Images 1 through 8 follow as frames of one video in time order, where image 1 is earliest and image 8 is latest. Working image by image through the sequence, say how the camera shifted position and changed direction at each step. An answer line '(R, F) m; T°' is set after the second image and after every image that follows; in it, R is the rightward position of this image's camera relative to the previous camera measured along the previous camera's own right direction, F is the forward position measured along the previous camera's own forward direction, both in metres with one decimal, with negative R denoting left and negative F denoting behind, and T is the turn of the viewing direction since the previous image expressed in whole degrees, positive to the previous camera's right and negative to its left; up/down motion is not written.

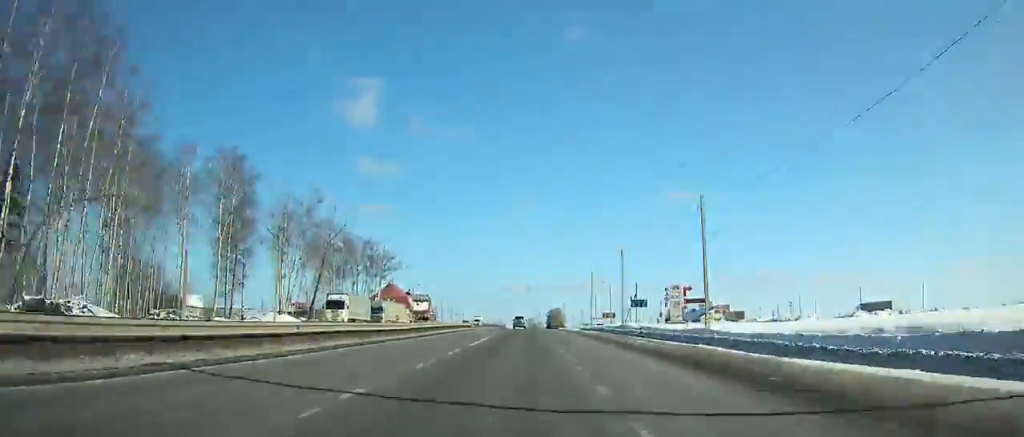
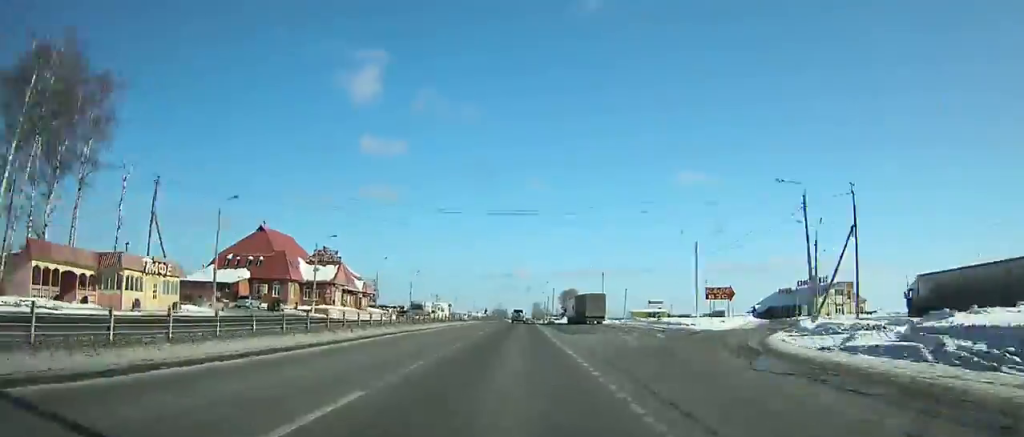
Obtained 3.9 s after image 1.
(-0.3, +91.8) m; 0°
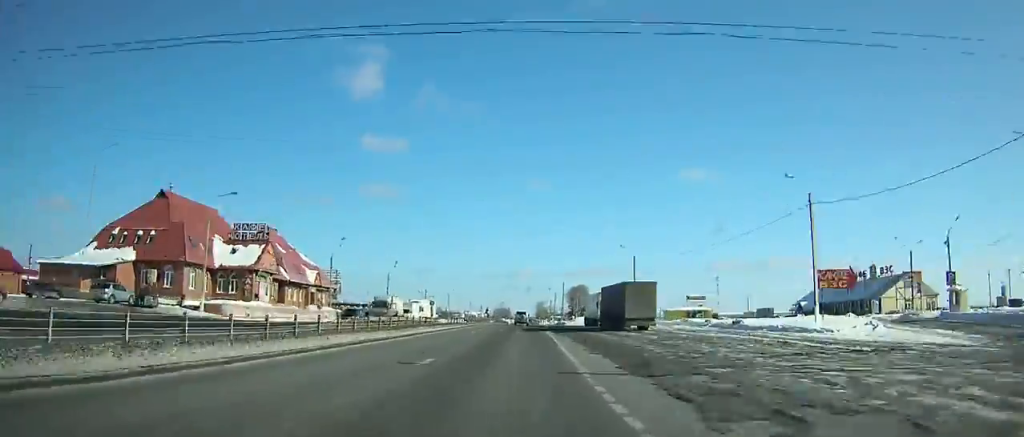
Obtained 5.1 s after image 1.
(0.0, +27.9) m; 0°
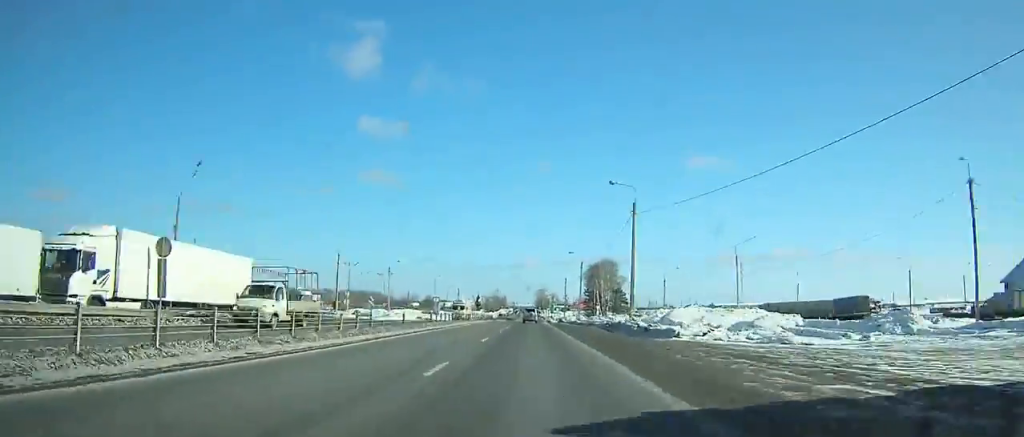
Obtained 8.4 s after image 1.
(-0.1, +75.2) m; 0°
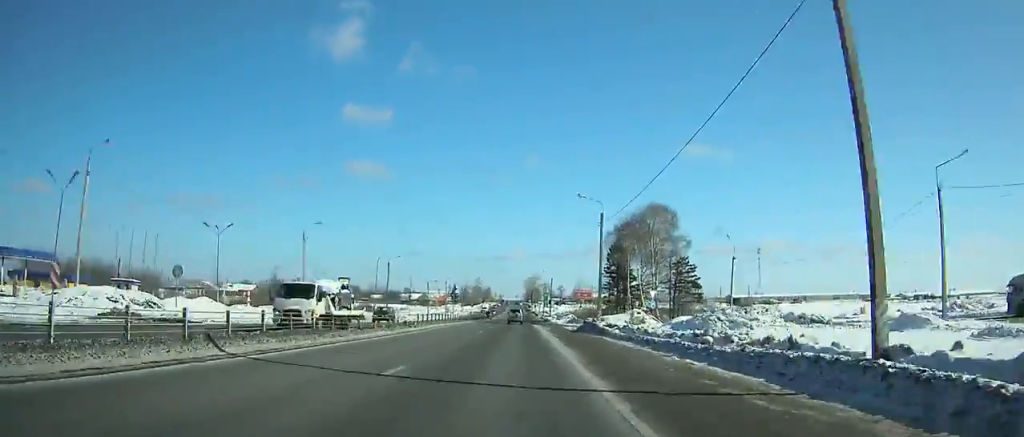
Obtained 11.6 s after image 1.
(+0.6, +70.5) m; 0°
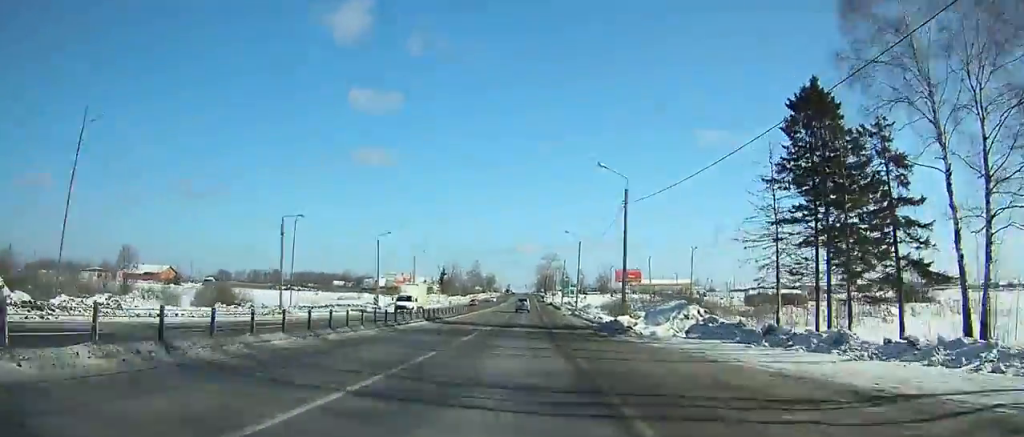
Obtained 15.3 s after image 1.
(-0.4, +77.9) m; 0°
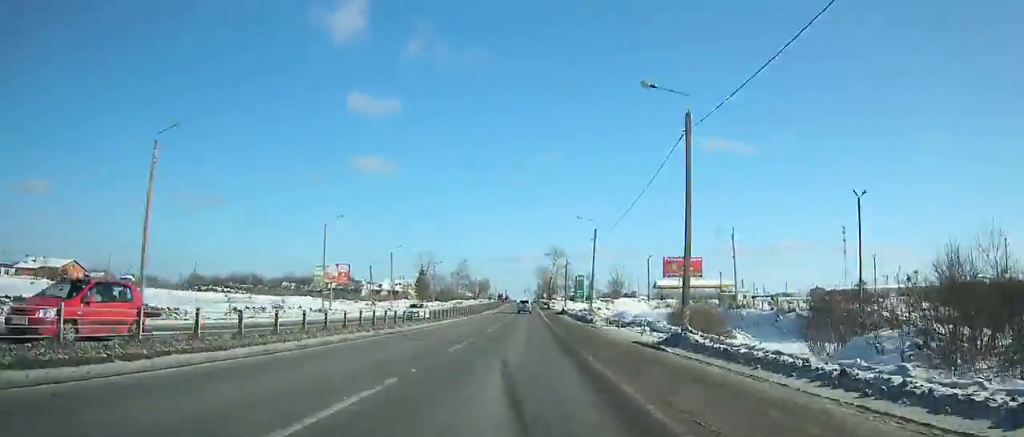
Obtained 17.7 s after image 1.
(0.0, +48.8) m; 0°
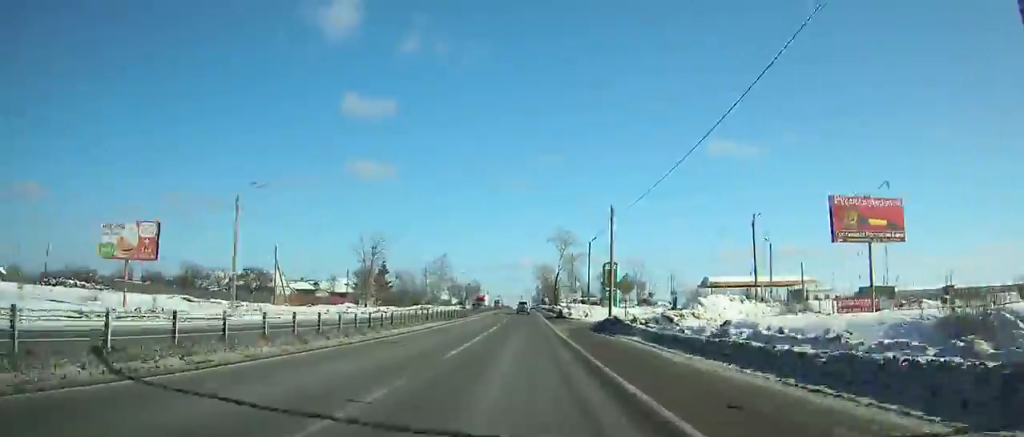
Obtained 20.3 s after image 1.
(-0.1, +51.0) m; 0°
